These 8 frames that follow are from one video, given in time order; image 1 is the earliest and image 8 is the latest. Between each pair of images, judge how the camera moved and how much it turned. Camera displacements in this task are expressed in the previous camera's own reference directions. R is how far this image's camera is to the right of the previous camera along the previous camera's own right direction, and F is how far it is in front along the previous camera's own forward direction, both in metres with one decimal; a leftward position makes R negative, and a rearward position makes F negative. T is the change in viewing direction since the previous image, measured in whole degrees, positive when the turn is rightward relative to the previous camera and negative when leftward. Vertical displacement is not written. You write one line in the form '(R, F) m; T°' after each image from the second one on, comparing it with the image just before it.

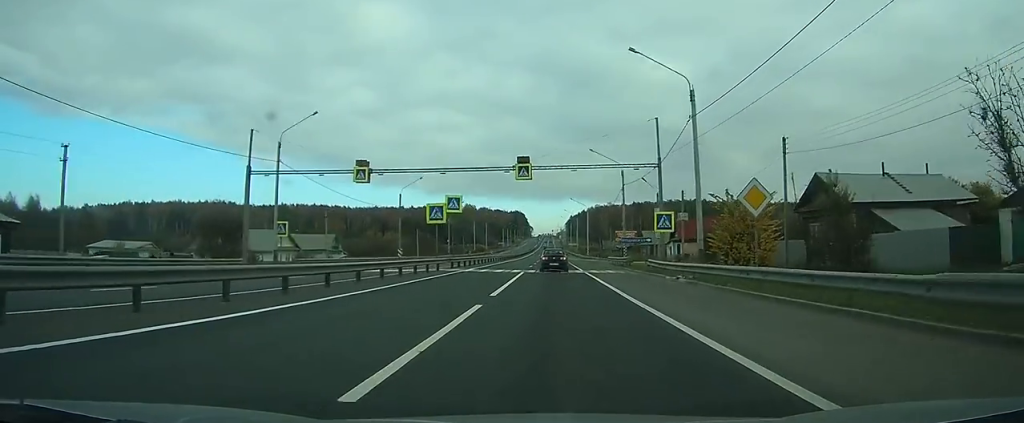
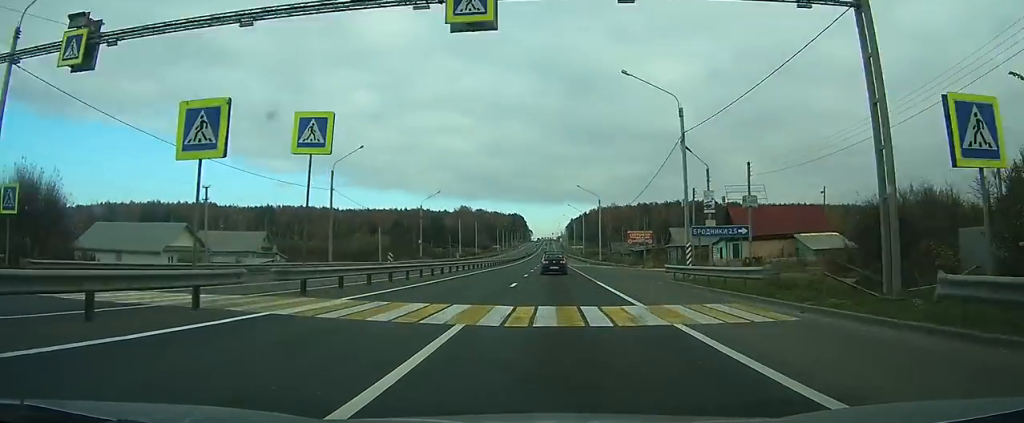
(0.0, +24.6) m; 0°
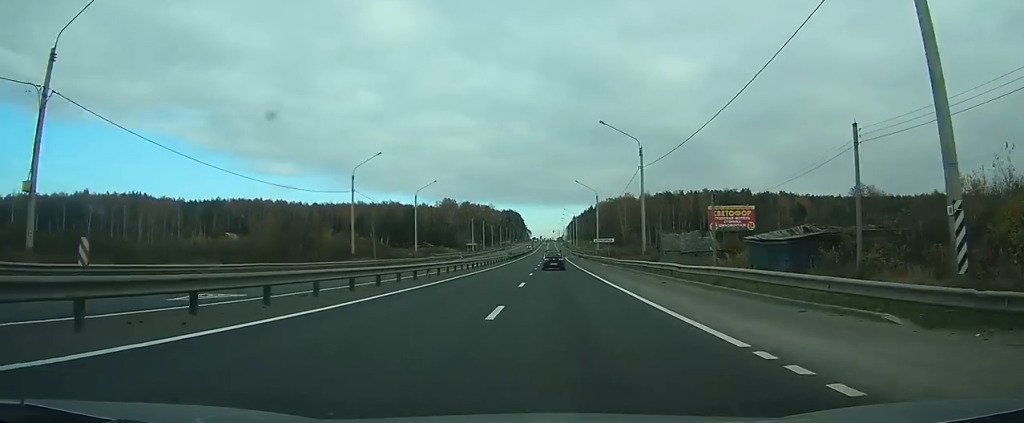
(+0.1, +74.0) m; 0°
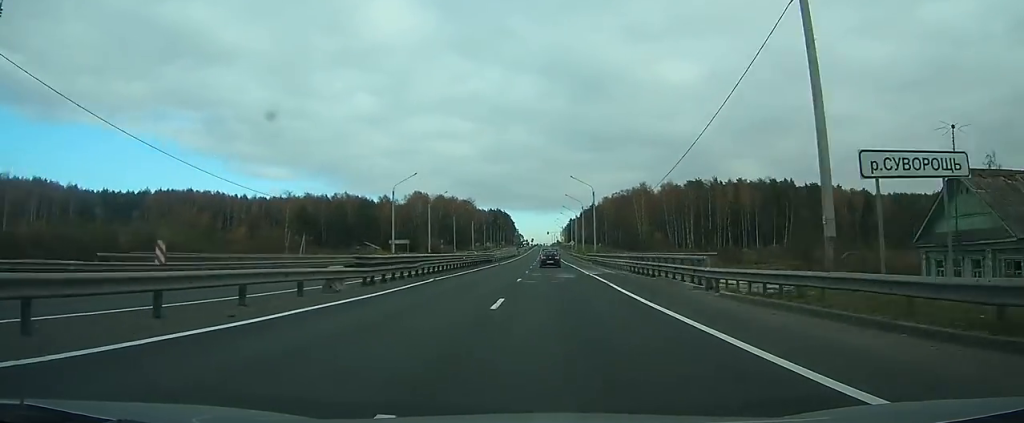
(+0.5, +68.7) m; +1°
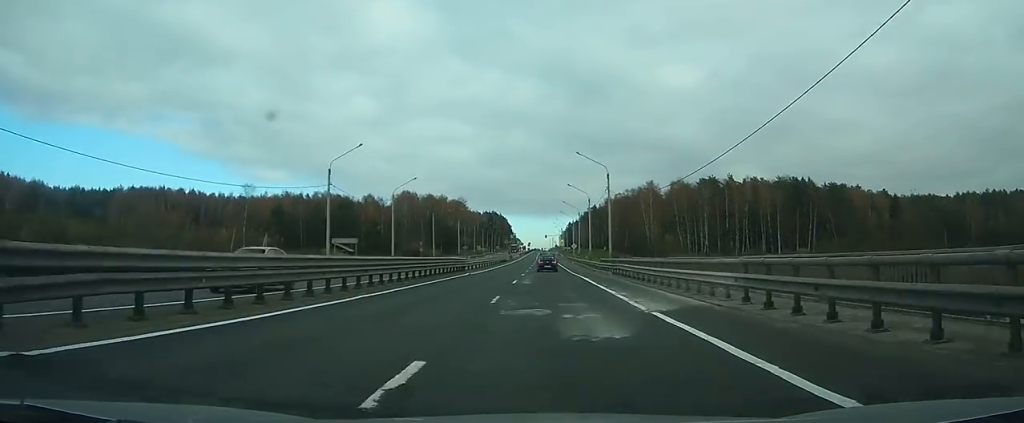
(0.0, +20.5) m; 0°
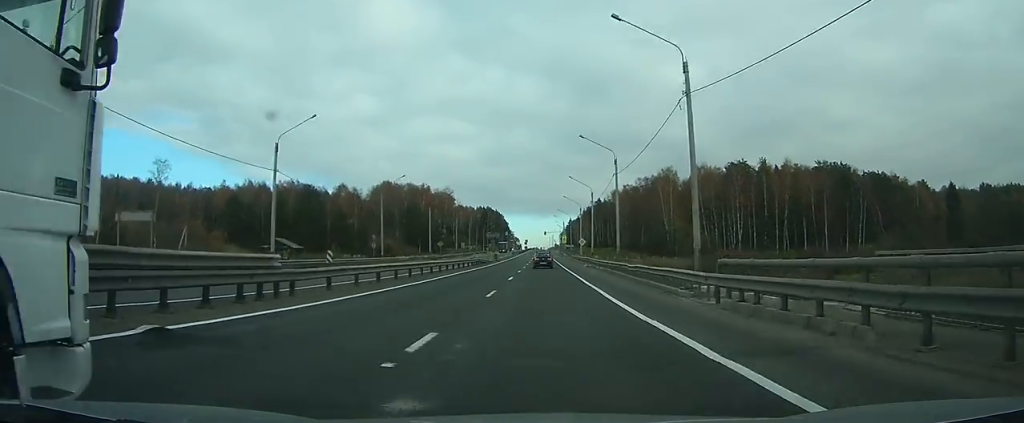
(0.0, +32.1) m; 0°
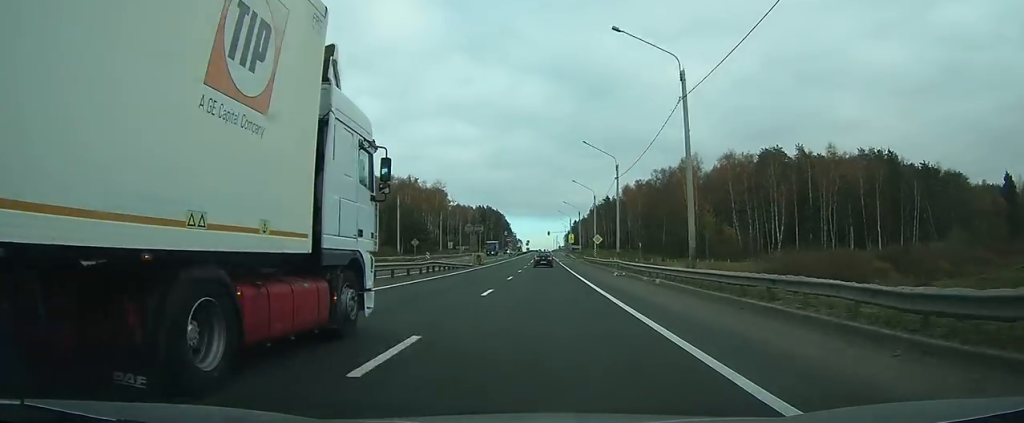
(-0.1, +26.1) m; 0°
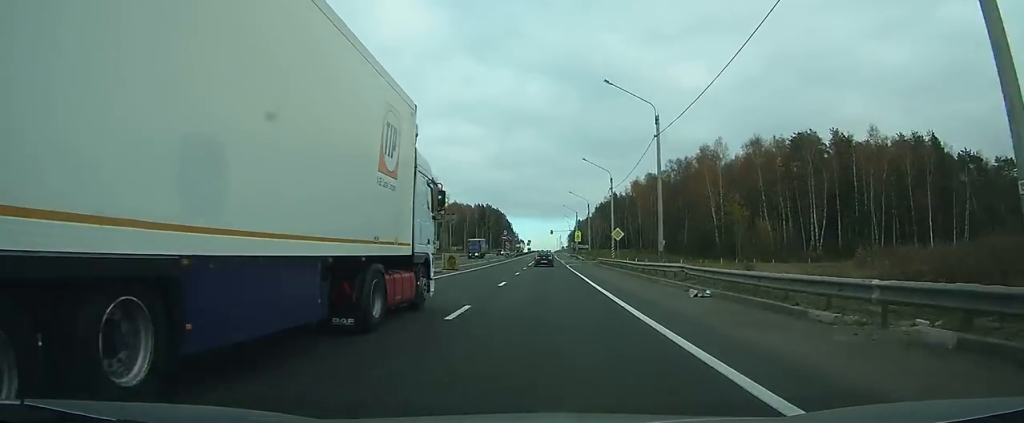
(0.0, +19.4) m; 0°
